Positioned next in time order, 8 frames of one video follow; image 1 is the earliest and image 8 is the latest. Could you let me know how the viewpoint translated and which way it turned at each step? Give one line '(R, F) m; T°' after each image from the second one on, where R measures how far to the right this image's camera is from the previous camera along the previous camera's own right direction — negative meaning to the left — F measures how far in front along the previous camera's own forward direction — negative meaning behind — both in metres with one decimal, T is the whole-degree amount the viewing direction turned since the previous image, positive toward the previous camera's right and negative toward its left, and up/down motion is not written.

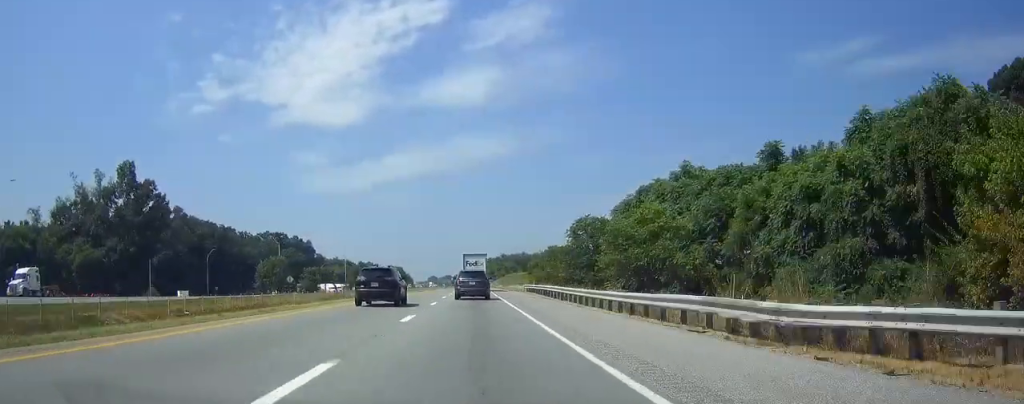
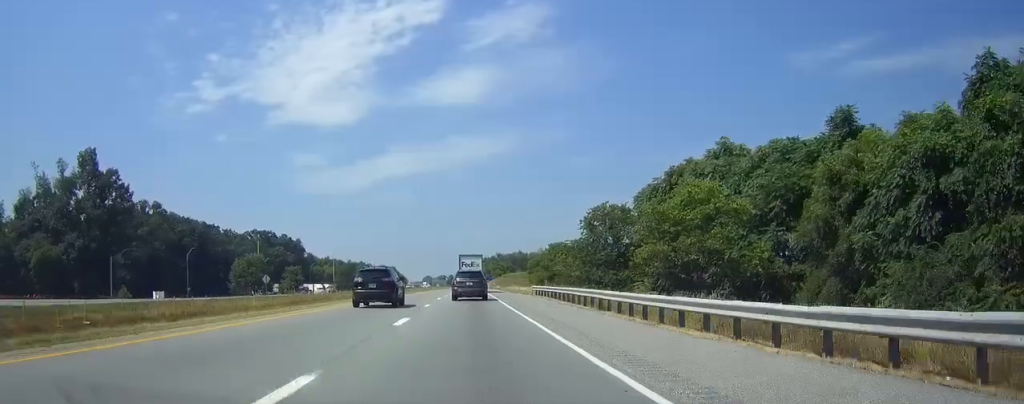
(+0.1, +13.4) m; 0°
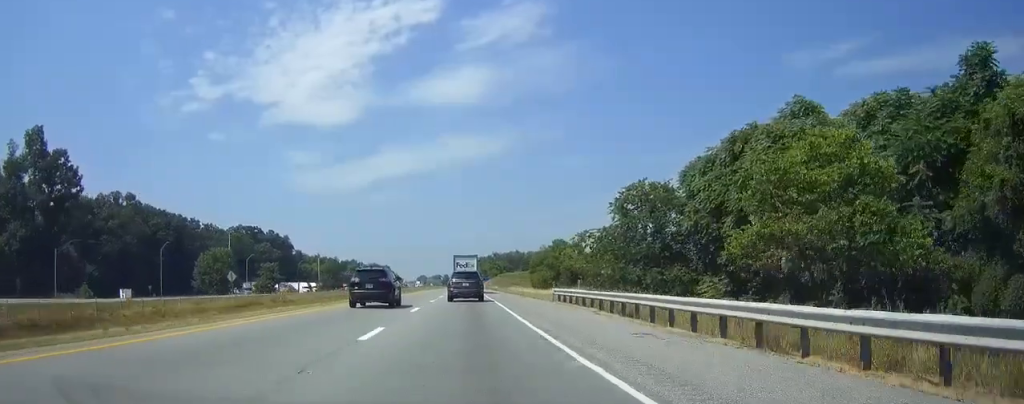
(0.0, +16.5) m; 0°
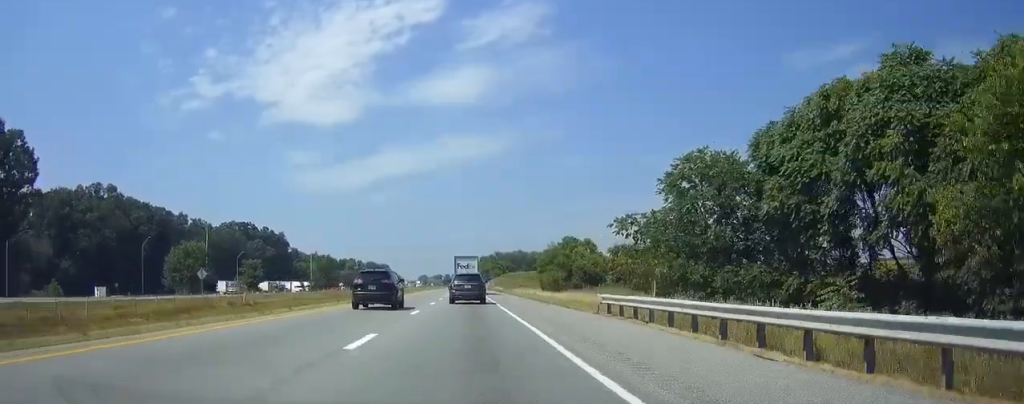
(0.0, +13.4) m; 0°
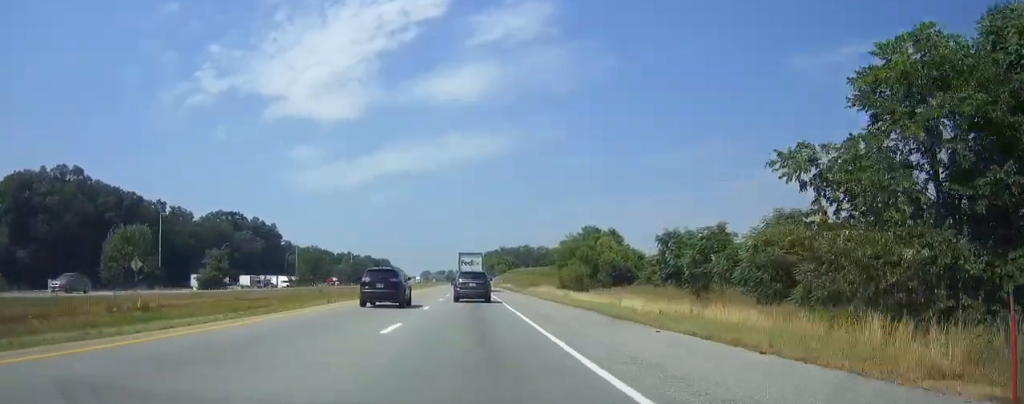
(+0.2, +21.6) m; 0°
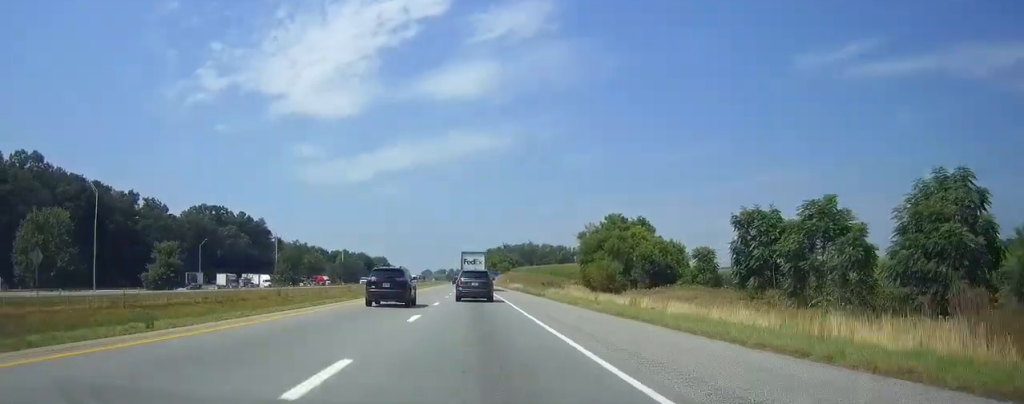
(-0.1, +20.5) m; 0°
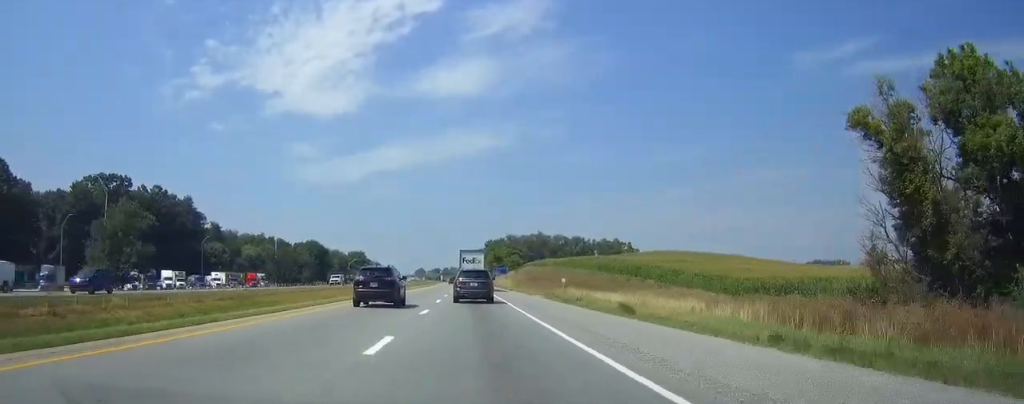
(+0.1, +81.3) m; 0°
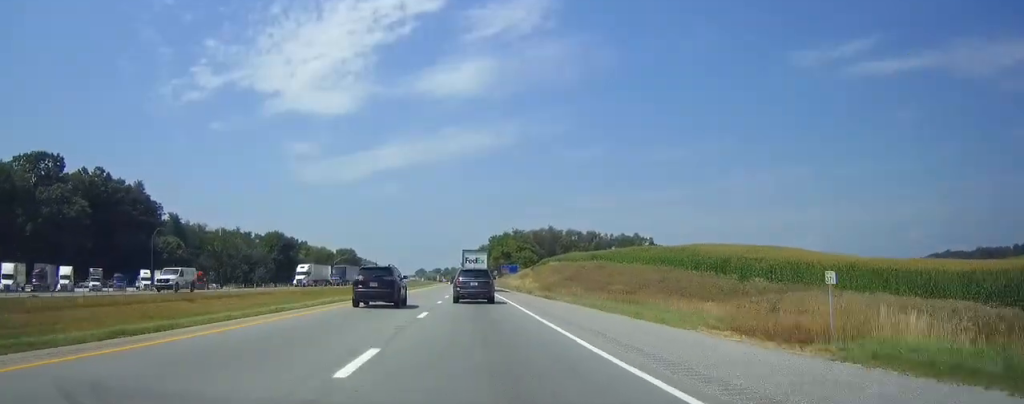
(-0.1, +39.2) m; 0°
